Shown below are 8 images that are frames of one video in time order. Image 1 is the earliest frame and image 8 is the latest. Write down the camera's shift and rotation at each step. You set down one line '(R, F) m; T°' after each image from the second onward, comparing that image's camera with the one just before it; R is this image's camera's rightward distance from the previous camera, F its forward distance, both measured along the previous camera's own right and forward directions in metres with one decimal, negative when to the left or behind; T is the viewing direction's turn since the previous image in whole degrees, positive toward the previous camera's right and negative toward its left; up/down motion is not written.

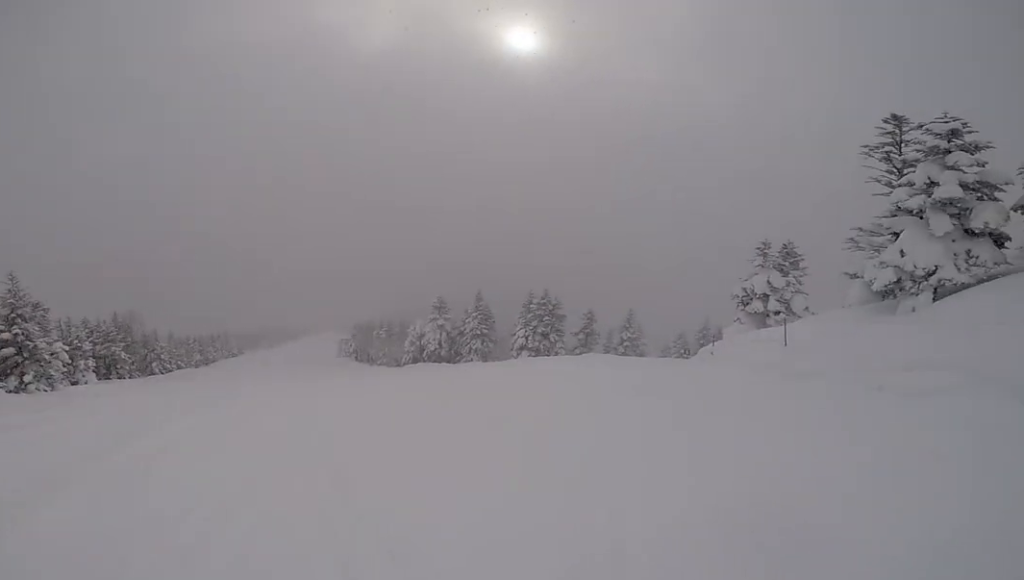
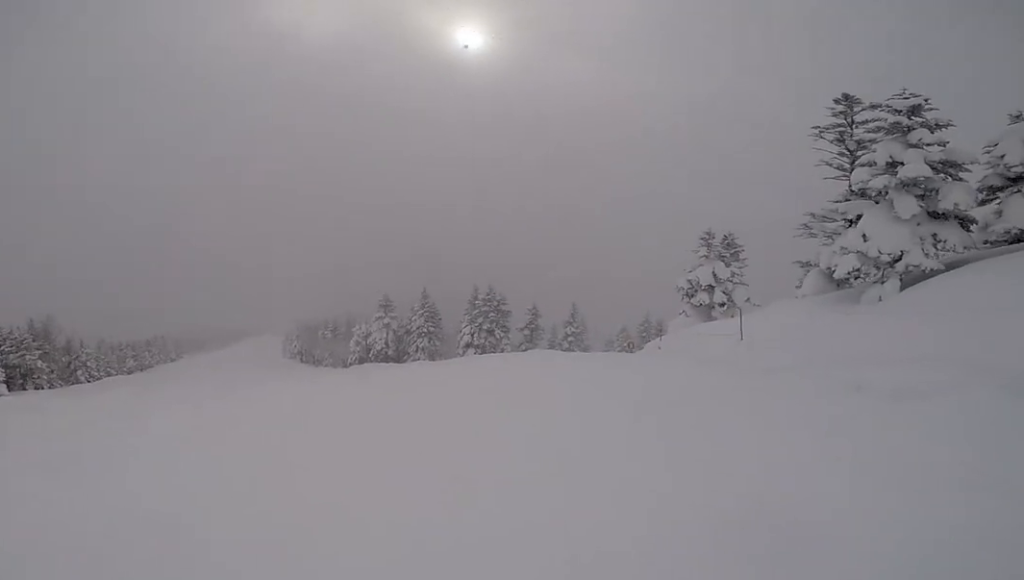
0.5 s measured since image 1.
(-0.2, +2.1) m; 0°
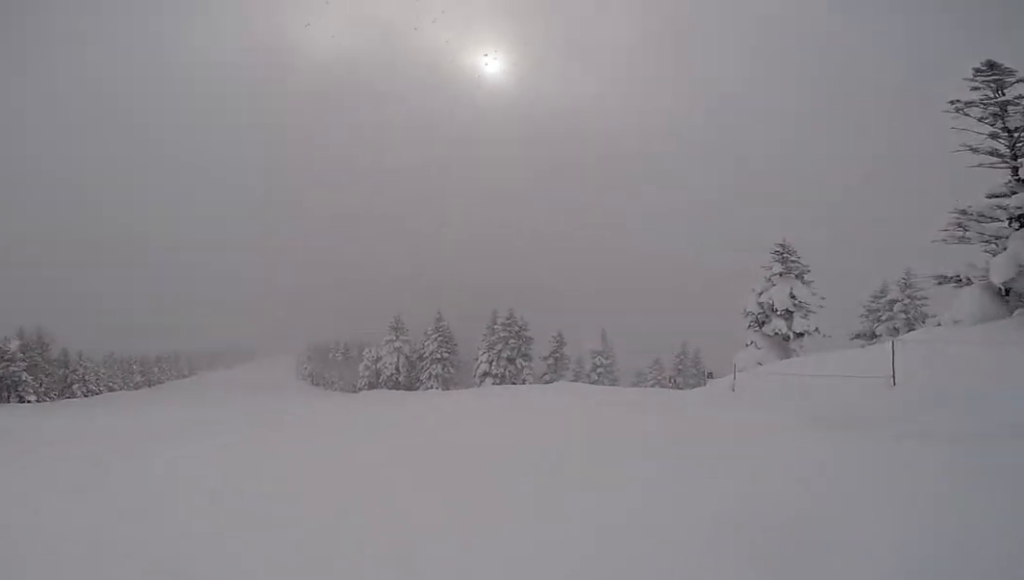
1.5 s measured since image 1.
(+0.4, +4.8) m; -4°
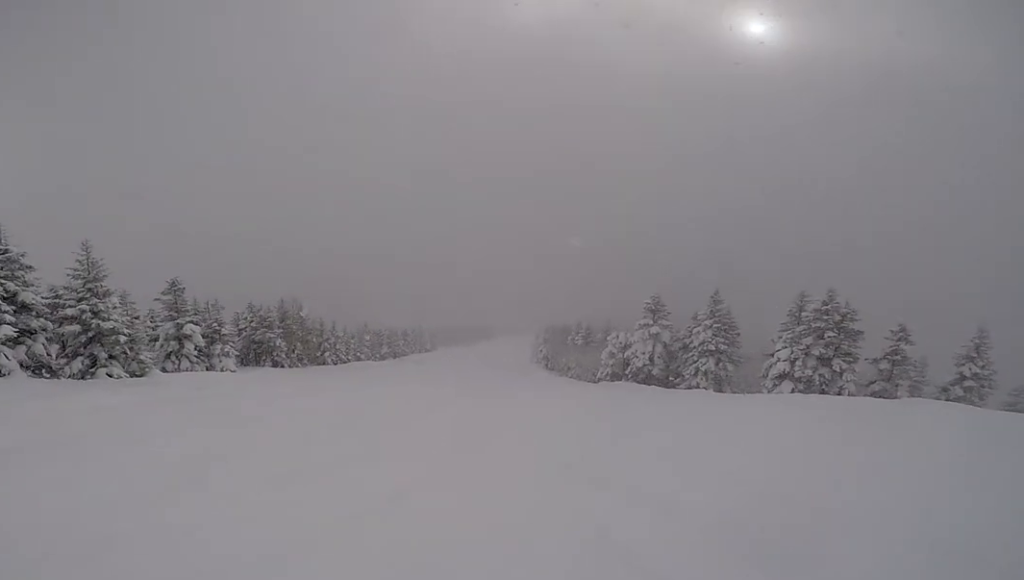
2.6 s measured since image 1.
(-0.9, +5.0) m; -24°
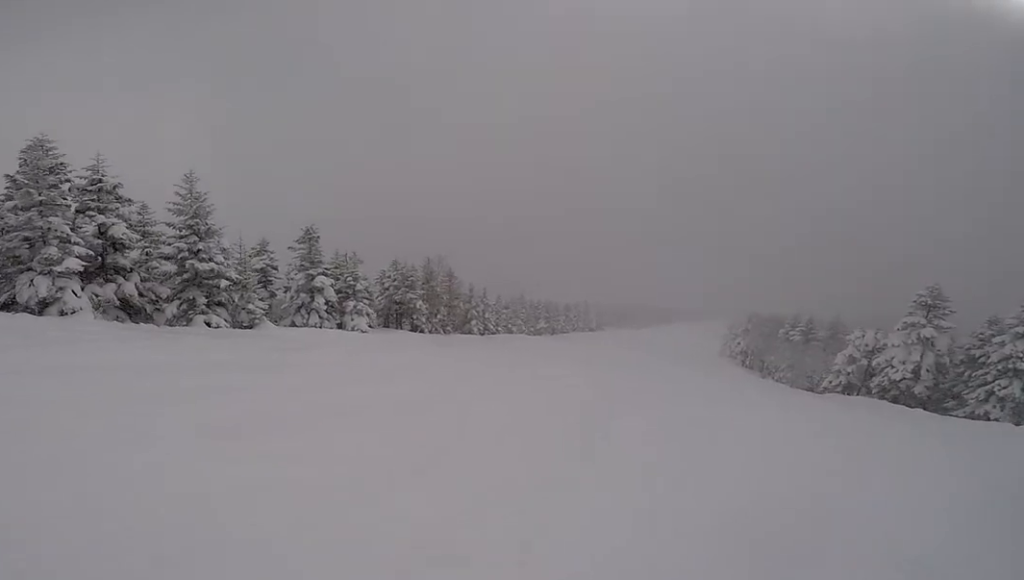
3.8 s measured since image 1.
(-1.7, +5.9) m; -28°
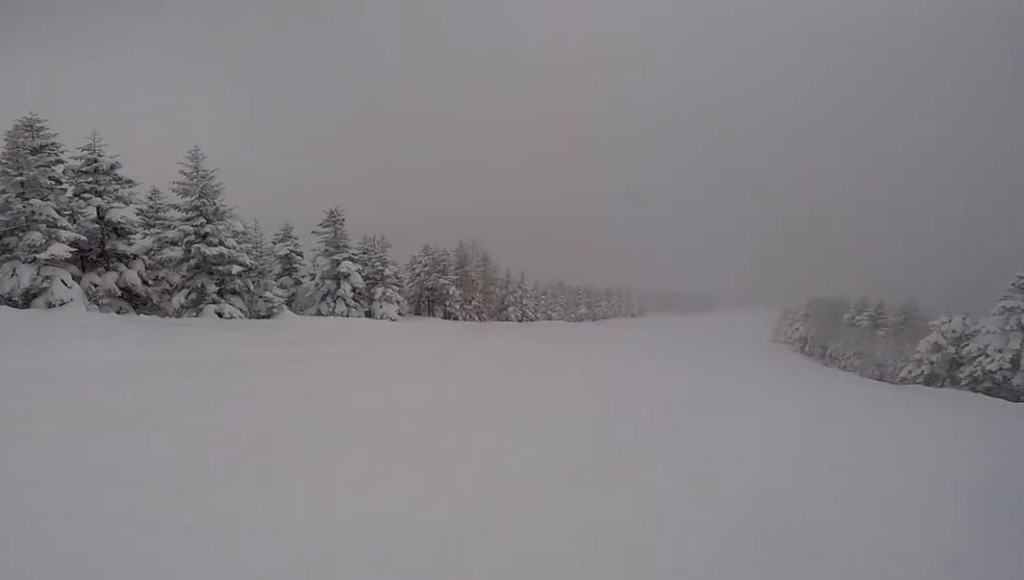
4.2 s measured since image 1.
(-0.5, +2.2) m; -4°
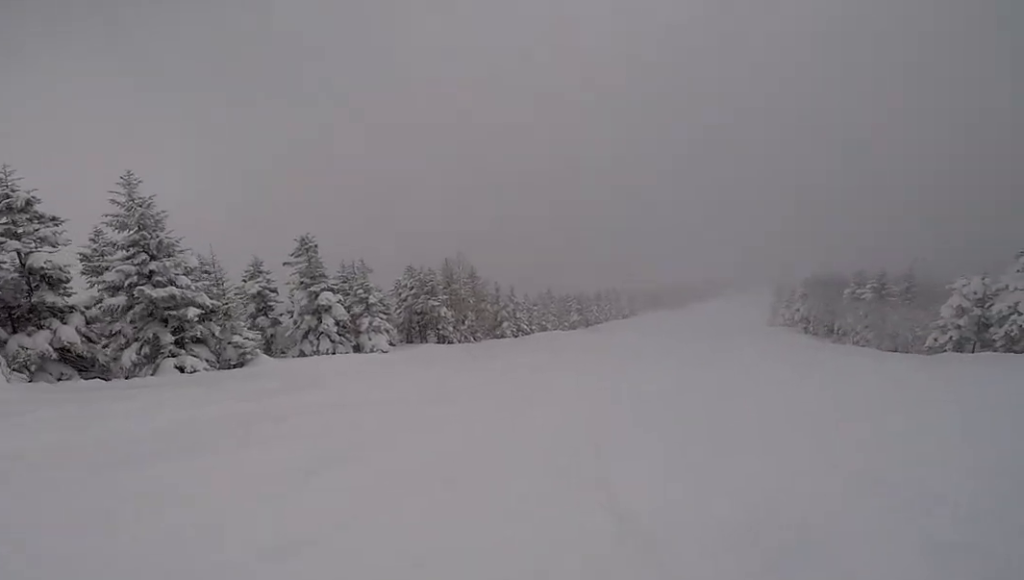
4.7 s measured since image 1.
(-0.2, +2.6) m; -1°
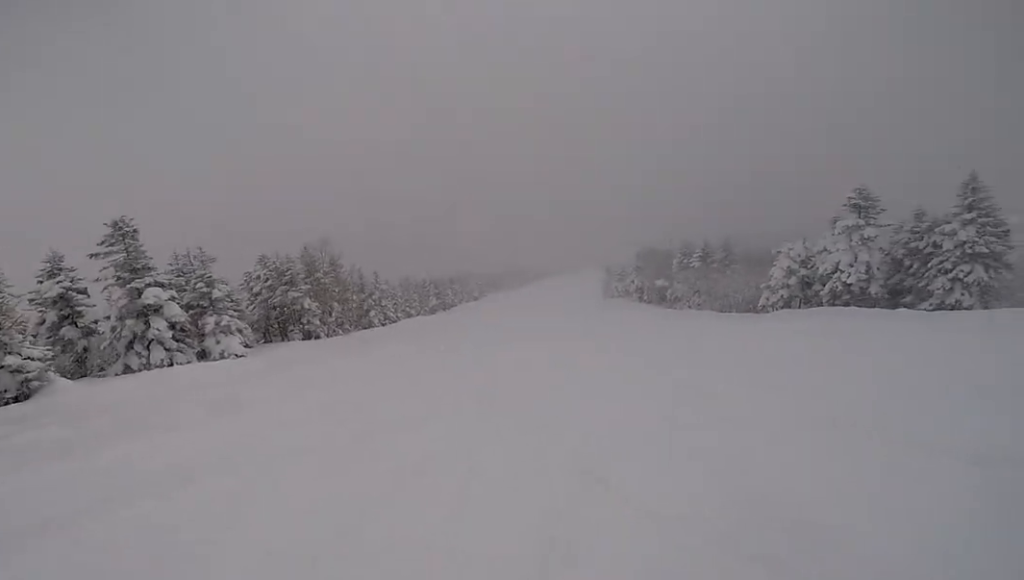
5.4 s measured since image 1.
(+0.2, +3.7) m; +11°
